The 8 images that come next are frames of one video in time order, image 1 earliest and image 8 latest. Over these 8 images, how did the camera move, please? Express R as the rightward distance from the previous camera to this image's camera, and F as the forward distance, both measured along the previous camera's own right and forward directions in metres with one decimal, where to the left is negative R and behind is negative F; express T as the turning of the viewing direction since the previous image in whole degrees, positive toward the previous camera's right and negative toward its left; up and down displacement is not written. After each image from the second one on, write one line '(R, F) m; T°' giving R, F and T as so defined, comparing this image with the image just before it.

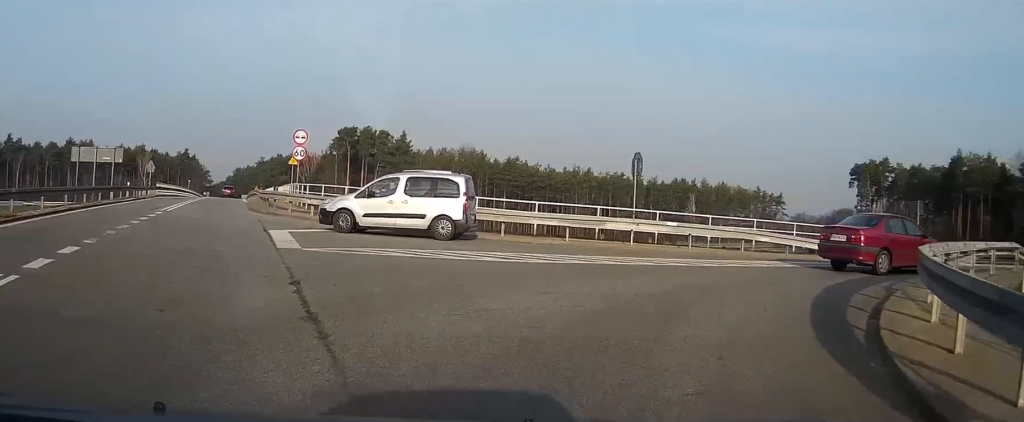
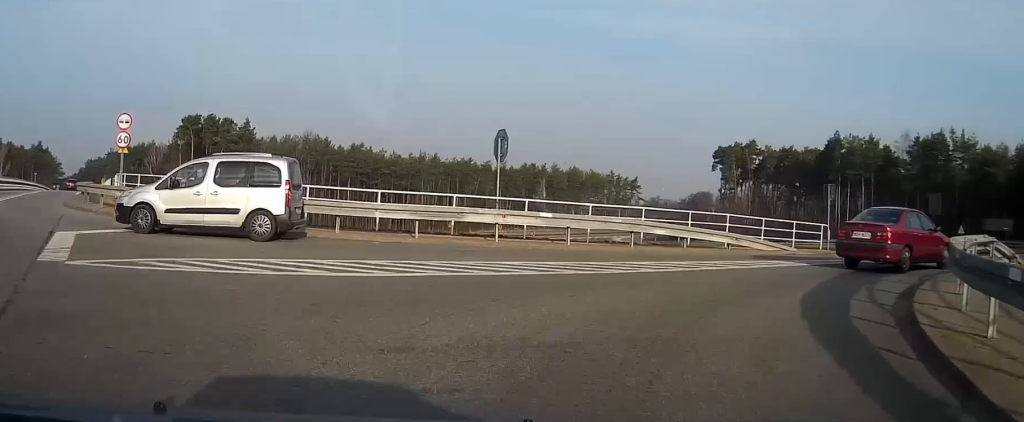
(+0.2, +4.7) m; +11°
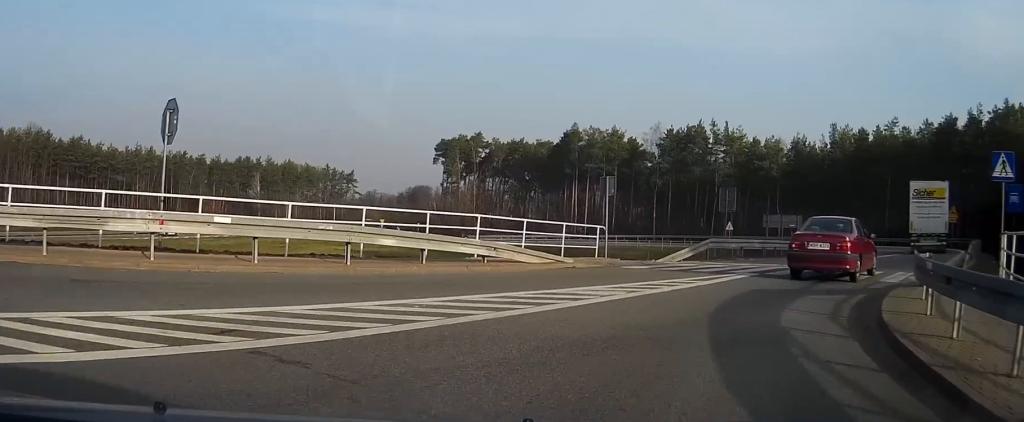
(+1.4, +6.8) m; +24°
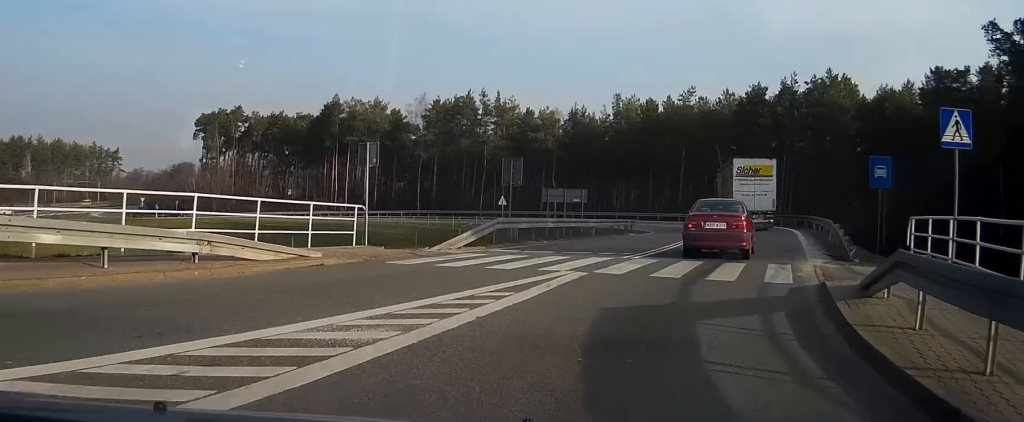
(+1.2, +5.4) m; +17°
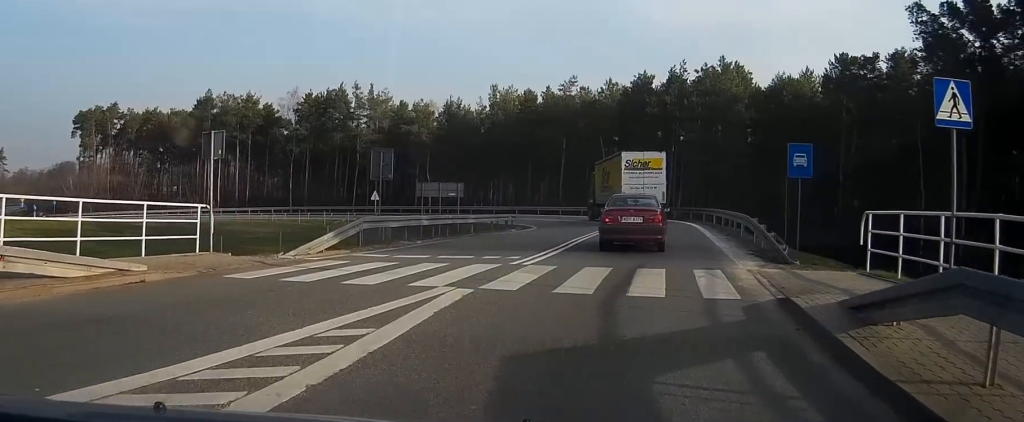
(+0.1, +3.1) m; +8°
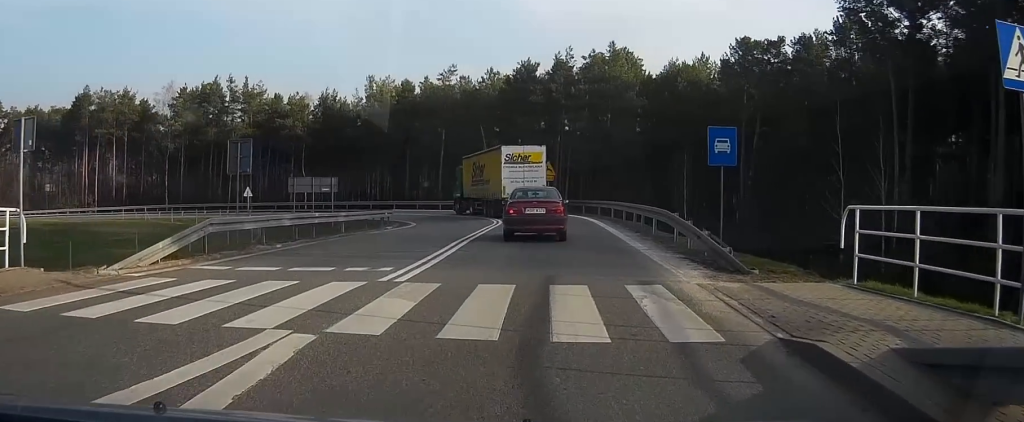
(+0.7, +3.9) m; +7°
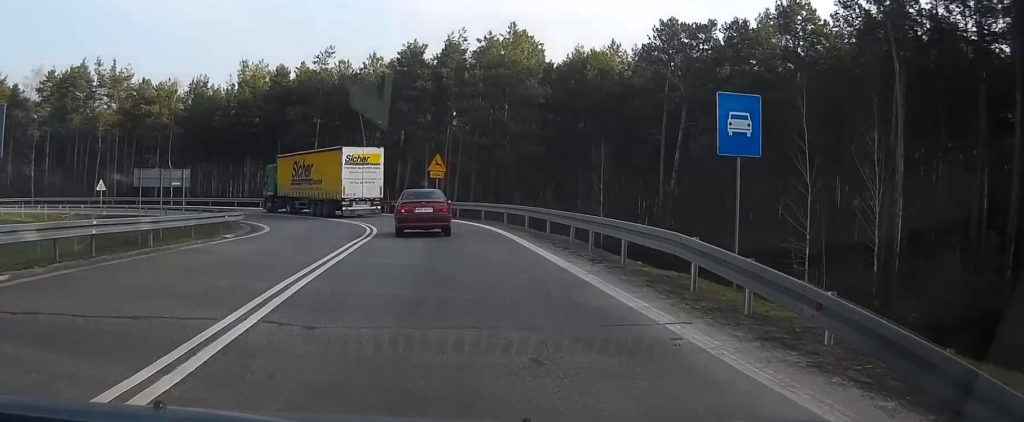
(+1.2, +11.1) m; +9°
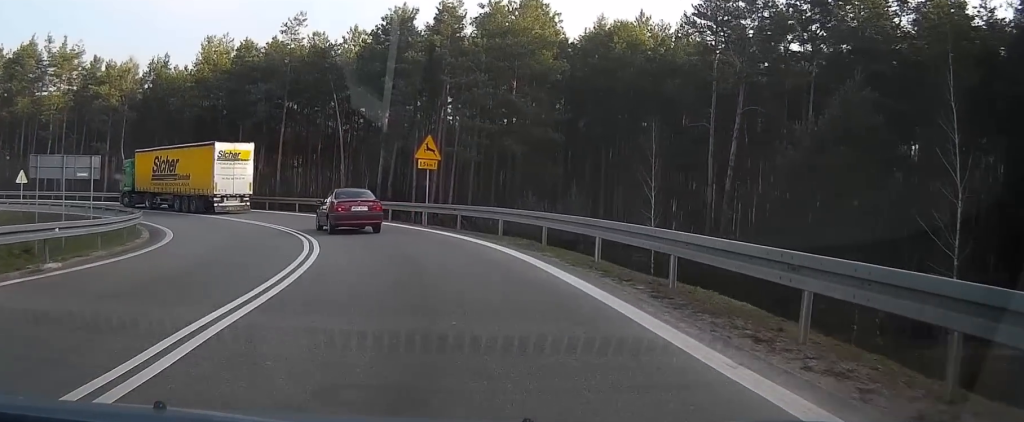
(+0.2, +15.3) m; 0°
